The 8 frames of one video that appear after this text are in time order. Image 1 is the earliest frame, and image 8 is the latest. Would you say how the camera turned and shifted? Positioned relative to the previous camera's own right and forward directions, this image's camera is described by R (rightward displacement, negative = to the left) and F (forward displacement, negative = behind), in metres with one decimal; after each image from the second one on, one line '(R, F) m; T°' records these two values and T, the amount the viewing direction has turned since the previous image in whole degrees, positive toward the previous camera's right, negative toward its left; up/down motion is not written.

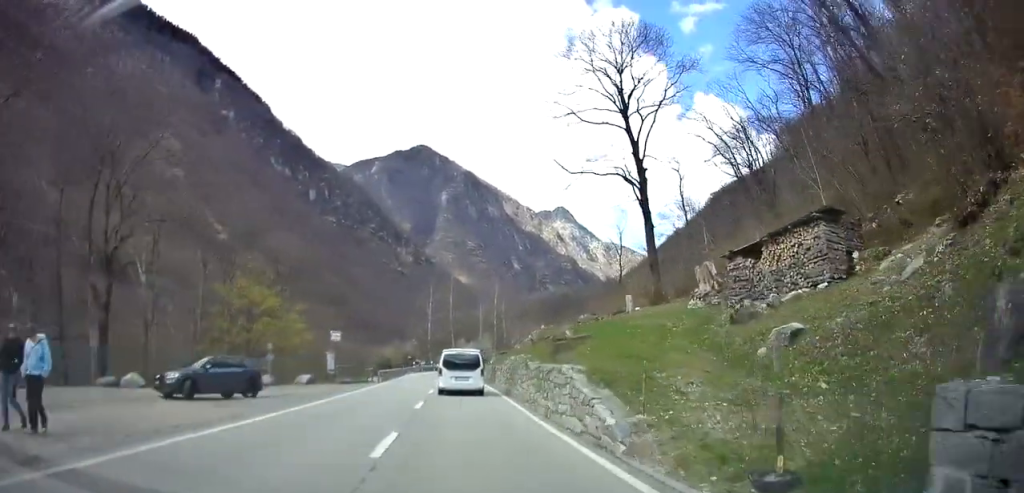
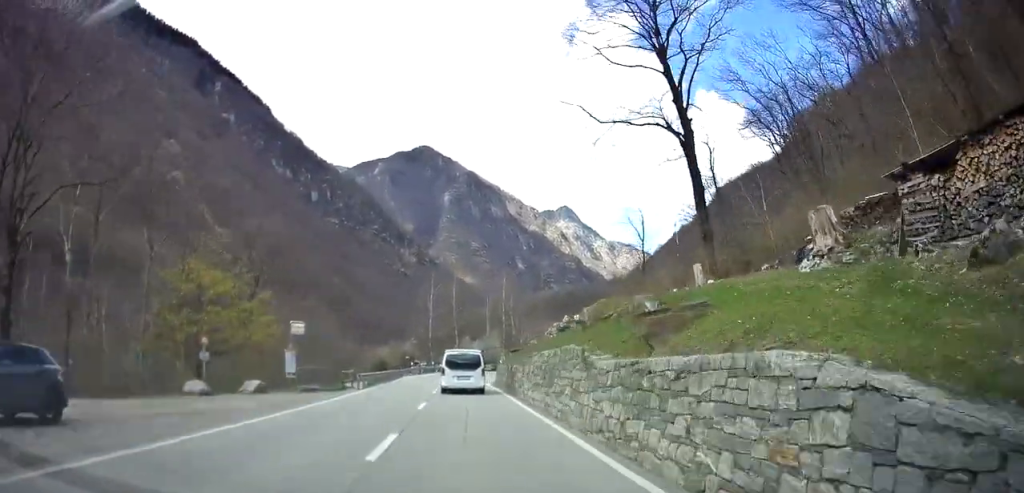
(+0.1, +9.5) m; 0°
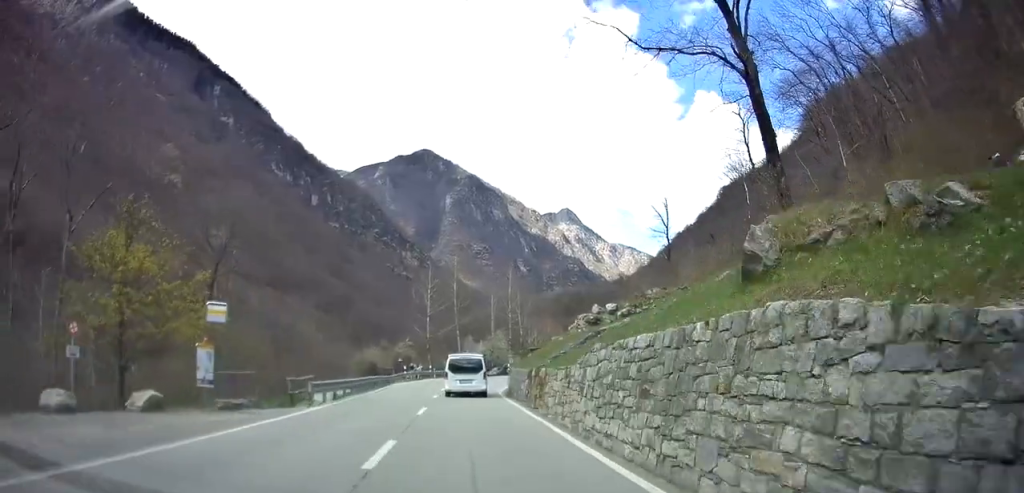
(0.0, +9.1) m; +1°
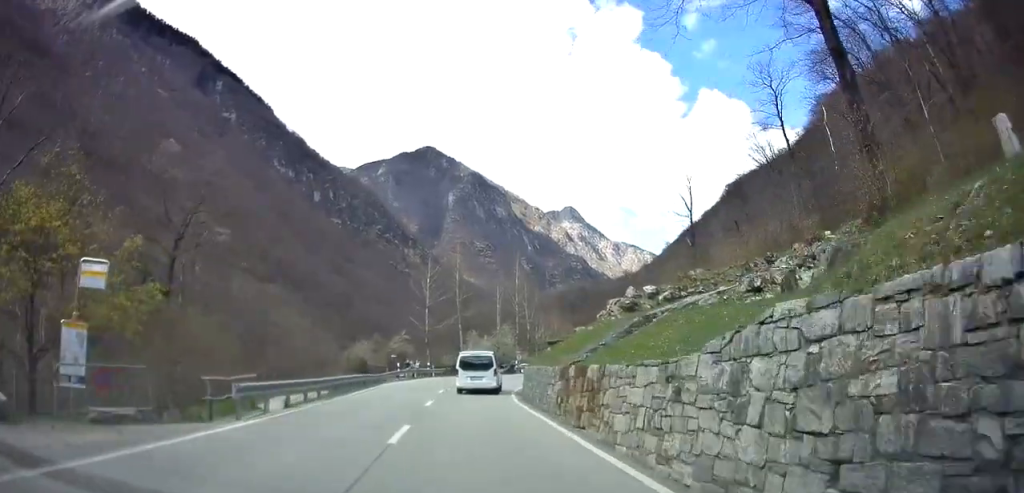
(-0.1, +6.3) m; +1°
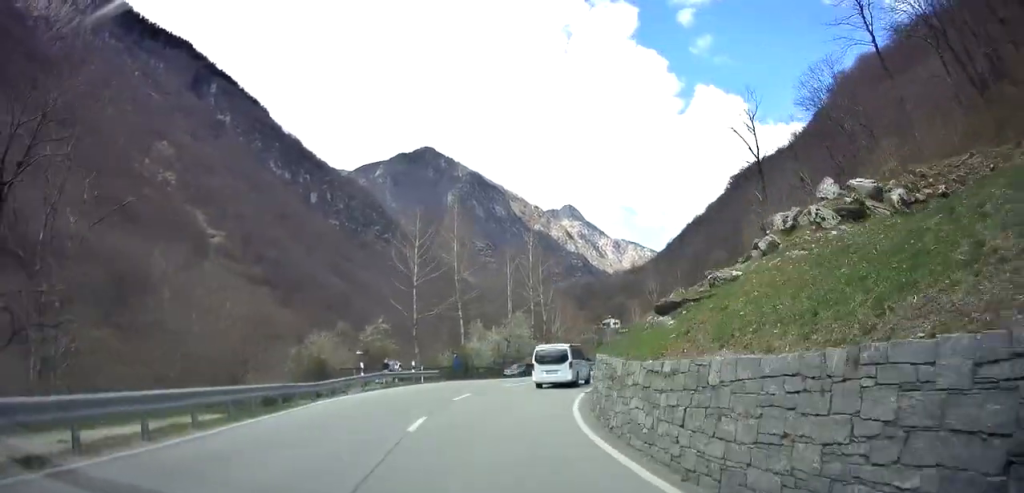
(+0.1, +16.0) m; 0°
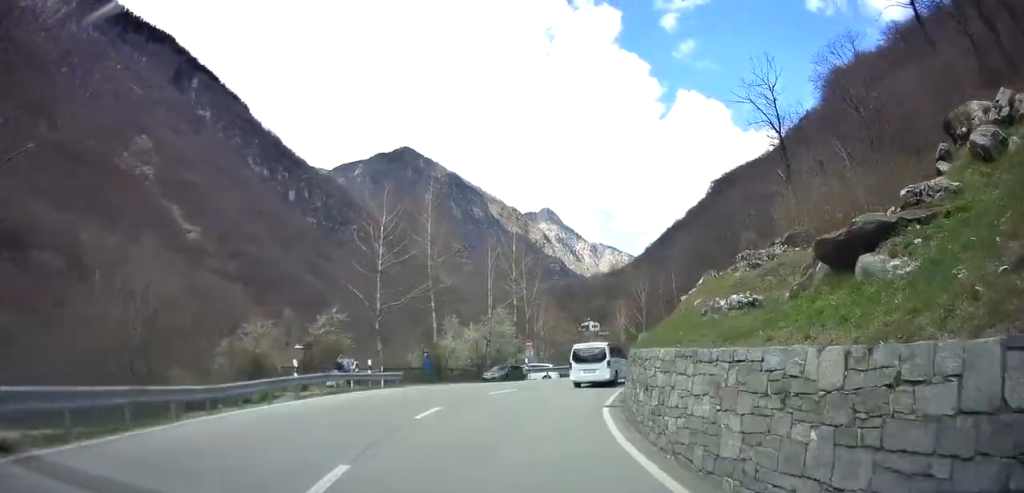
(-0.1, +6.9) m; +1°
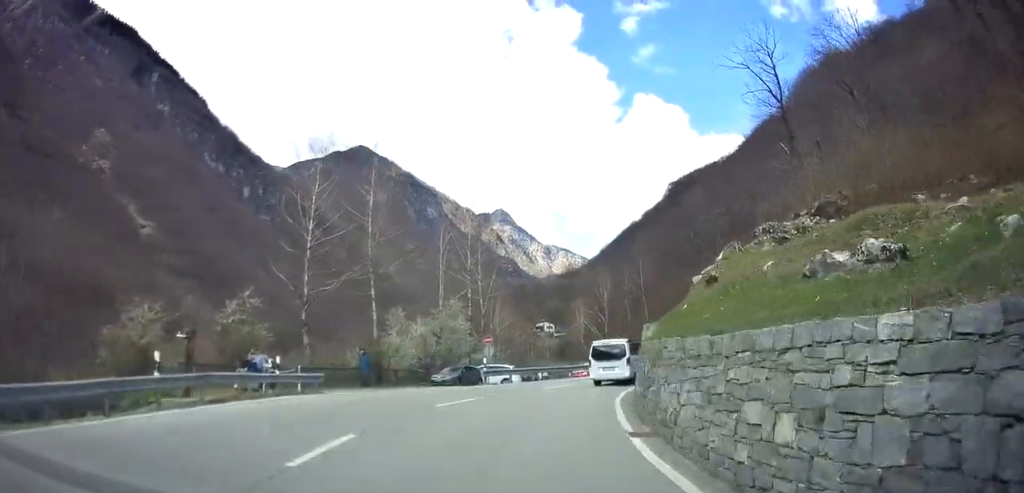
(+0.1, +6.6) m; +3°
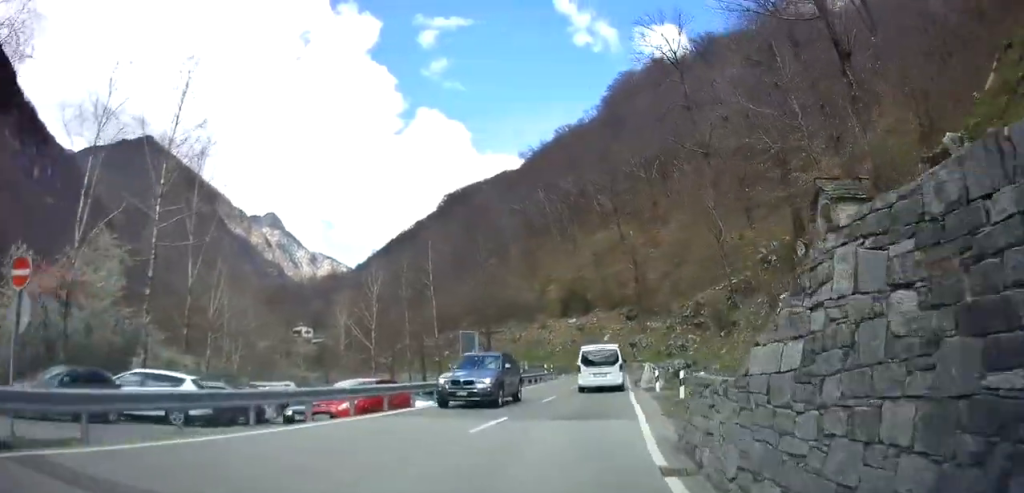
(+3.7, +21.5) m; +21°
